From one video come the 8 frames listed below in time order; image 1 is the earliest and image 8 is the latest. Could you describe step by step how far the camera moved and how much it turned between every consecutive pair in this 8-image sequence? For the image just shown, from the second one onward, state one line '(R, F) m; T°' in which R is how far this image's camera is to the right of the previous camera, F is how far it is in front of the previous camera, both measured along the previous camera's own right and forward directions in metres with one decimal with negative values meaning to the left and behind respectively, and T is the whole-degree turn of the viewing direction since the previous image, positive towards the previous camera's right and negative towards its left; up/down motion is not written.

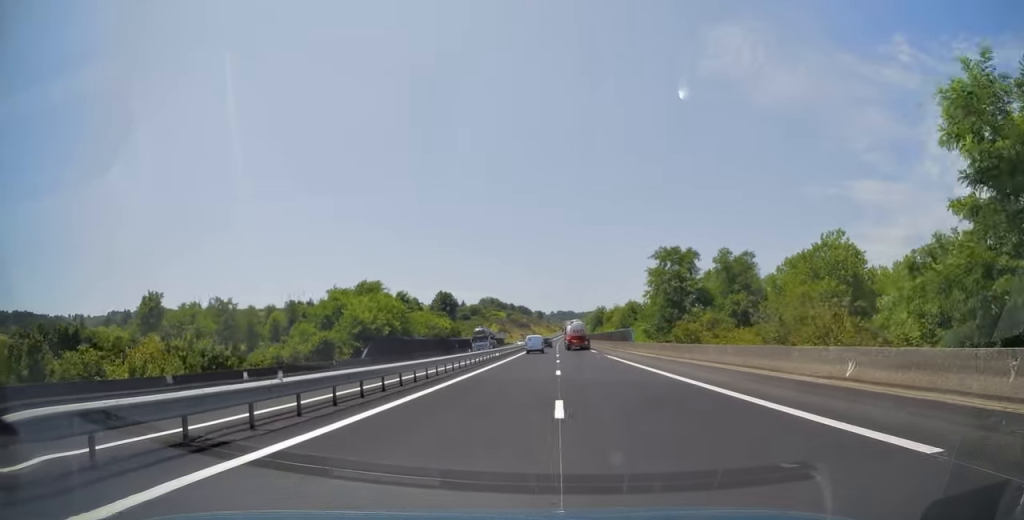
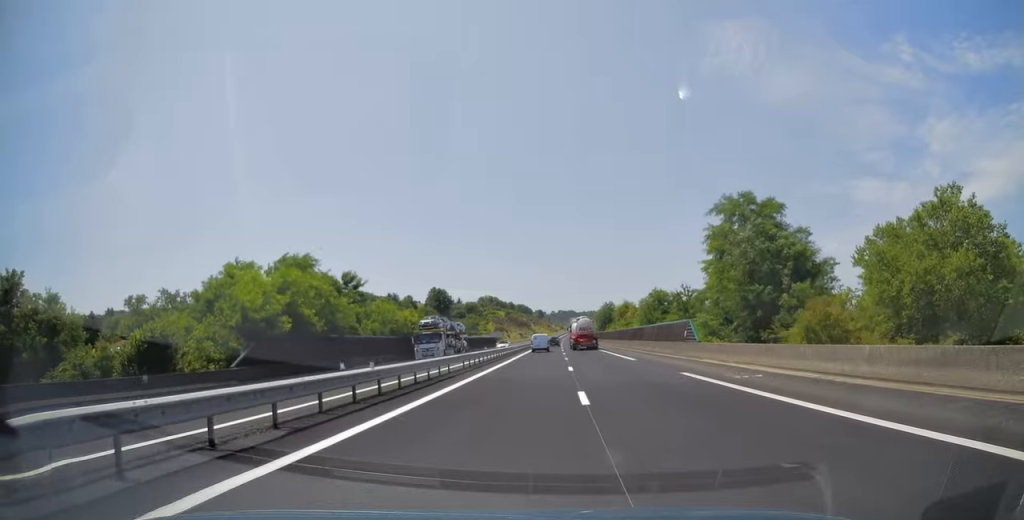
(0.0, +24.1) m; 0°
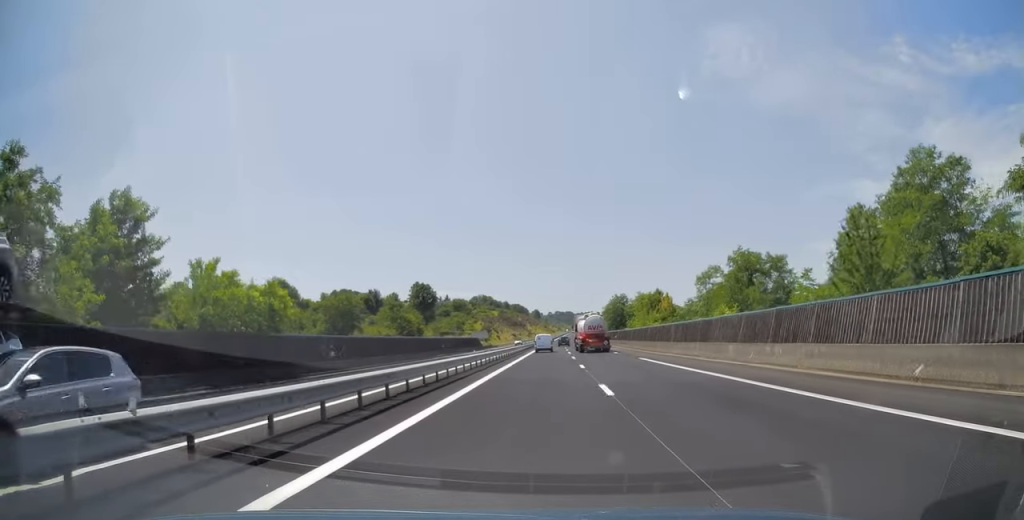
(0.0, +37.4) m; 0°
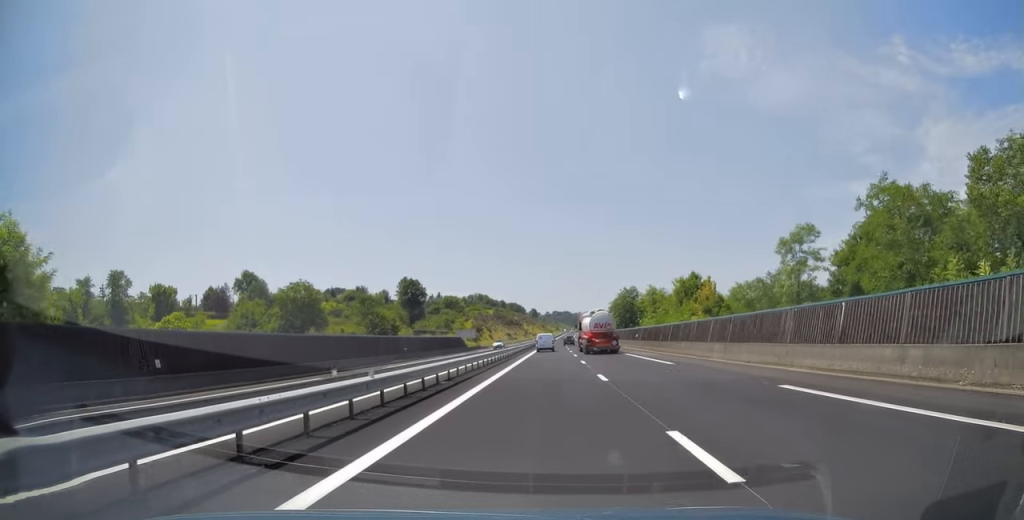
(+0.1, +21.4) m; 0°
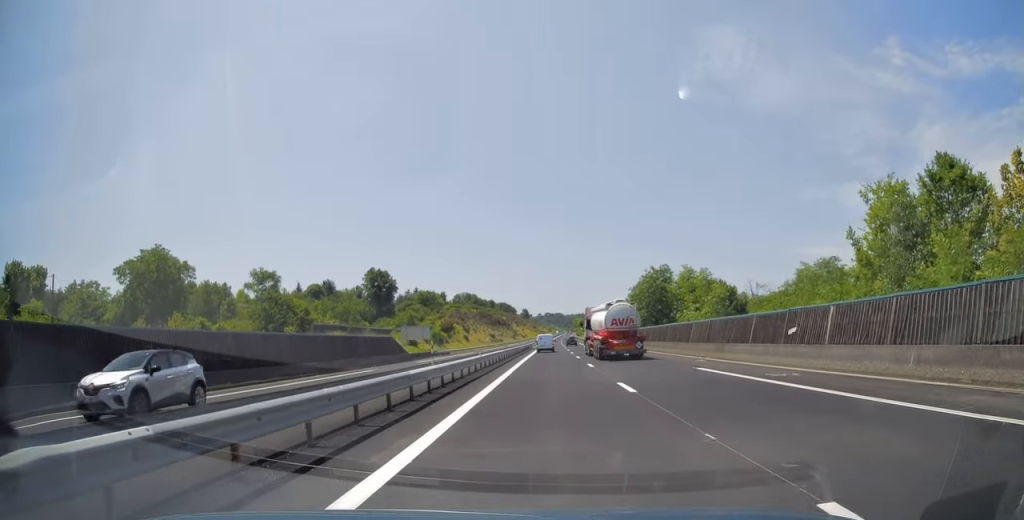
(+0.3, +42.8) m; +1°
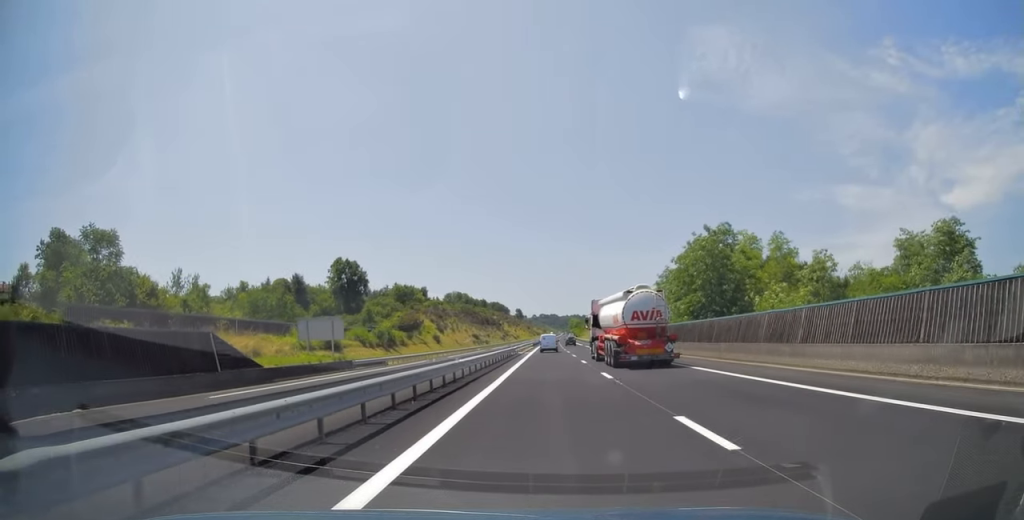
(+0.3, +33.6) m; 0°
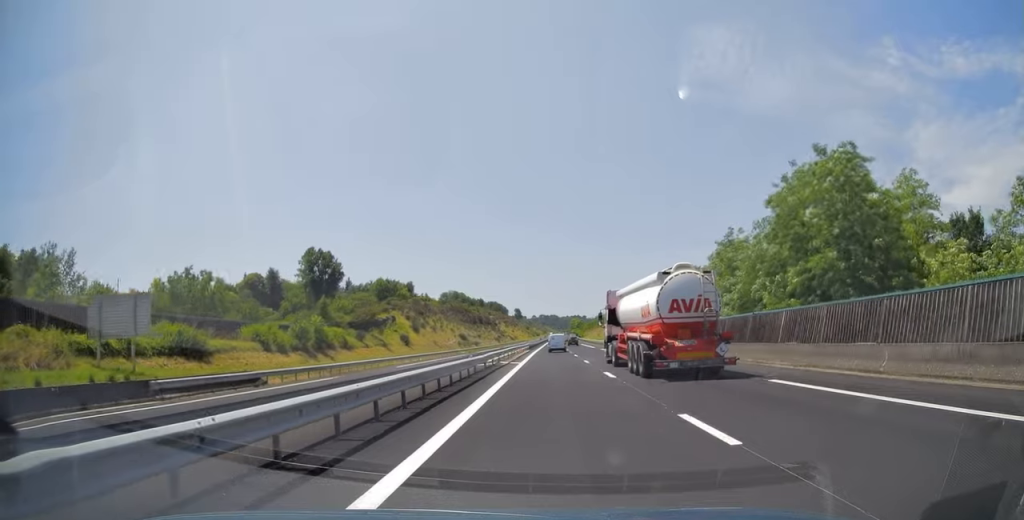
(0.0, +25.6) m; 0°
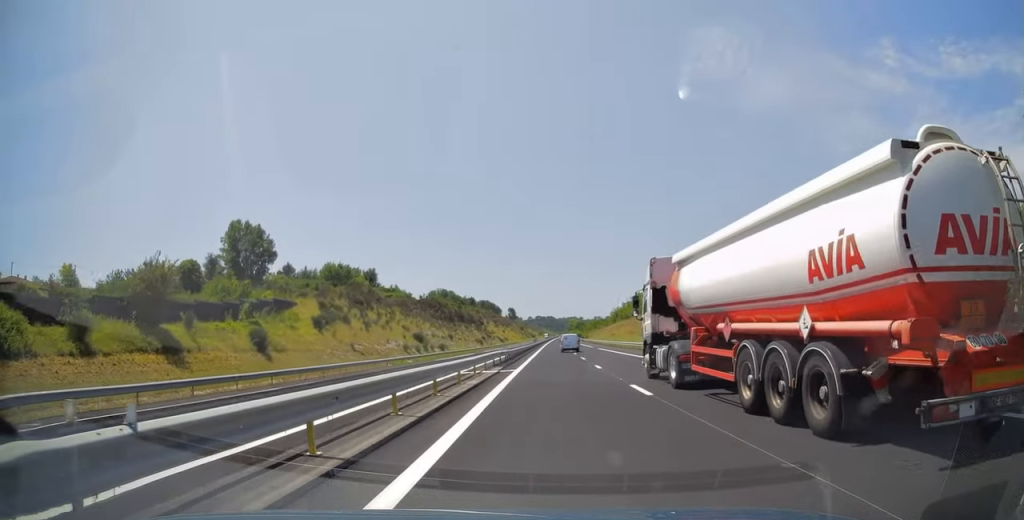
(0.0, +45.5) m; +1°
